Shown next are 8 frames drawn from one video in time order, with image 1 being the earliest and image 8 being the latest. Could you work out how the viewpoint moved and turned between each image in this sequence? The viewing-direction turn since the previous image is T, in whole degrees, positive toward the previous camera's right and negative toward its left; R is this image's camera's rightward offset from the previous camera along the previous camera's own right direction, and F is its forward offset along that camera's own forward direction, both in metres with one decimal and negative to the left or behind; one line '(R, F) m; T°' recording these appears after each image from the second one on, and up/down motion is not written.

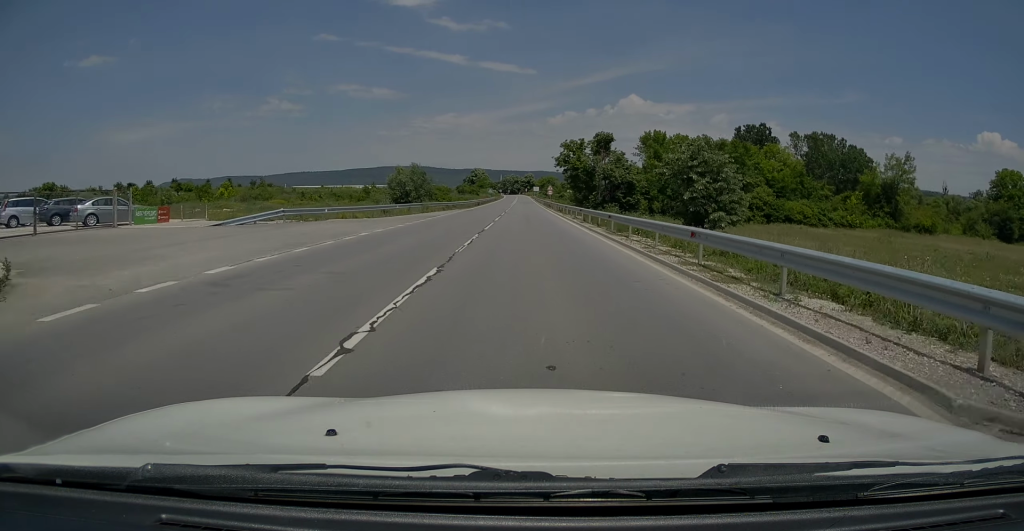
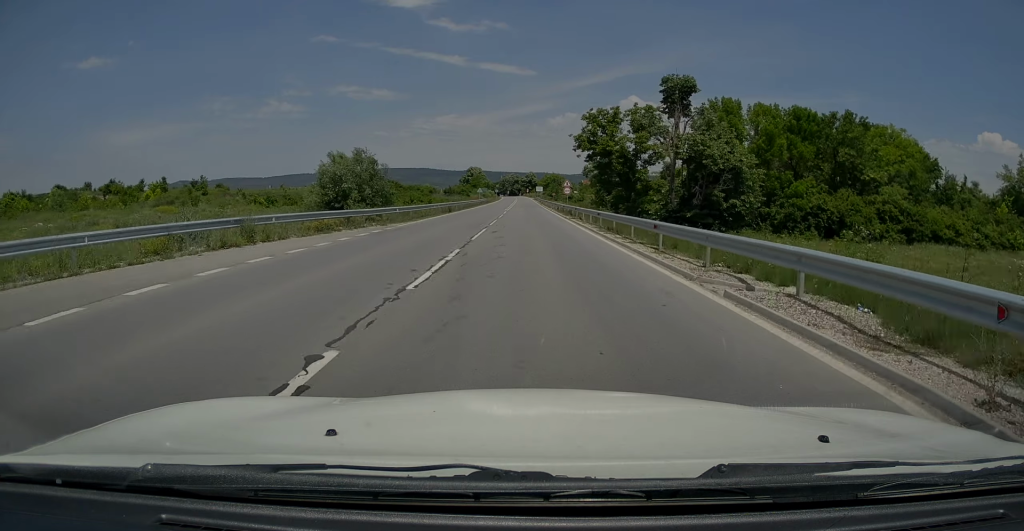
(0.0, +33.0) m; 0°
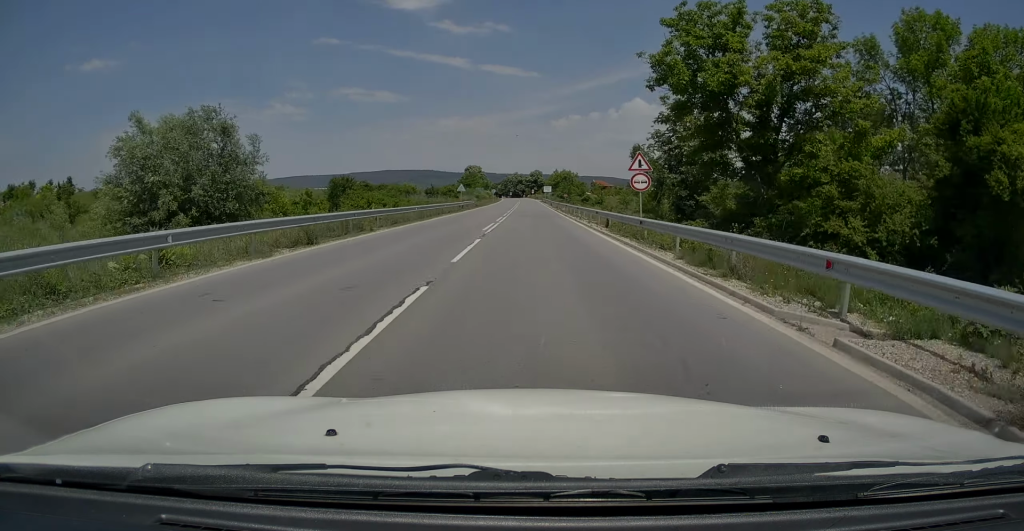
(-0.2, +33.1) m; 0°
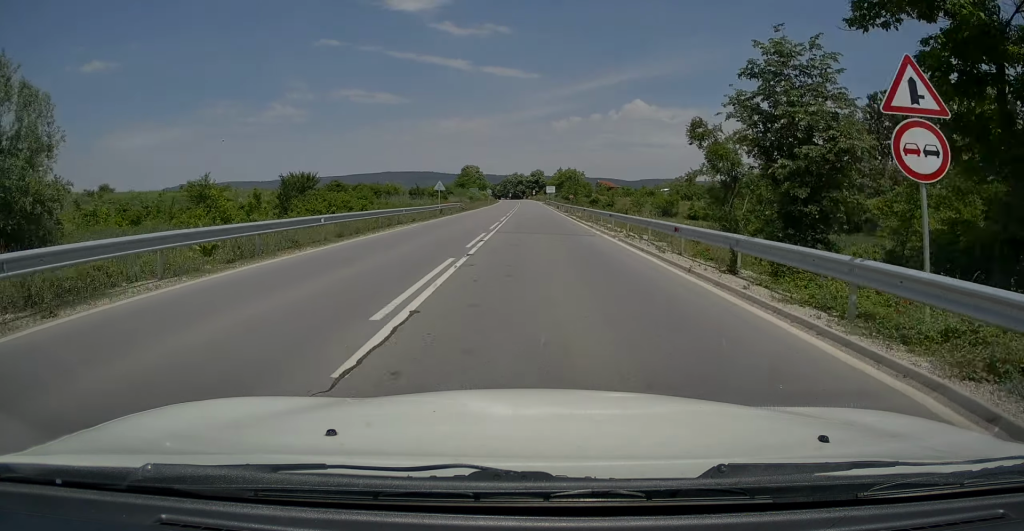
(0.0, +16.0) m; 0°
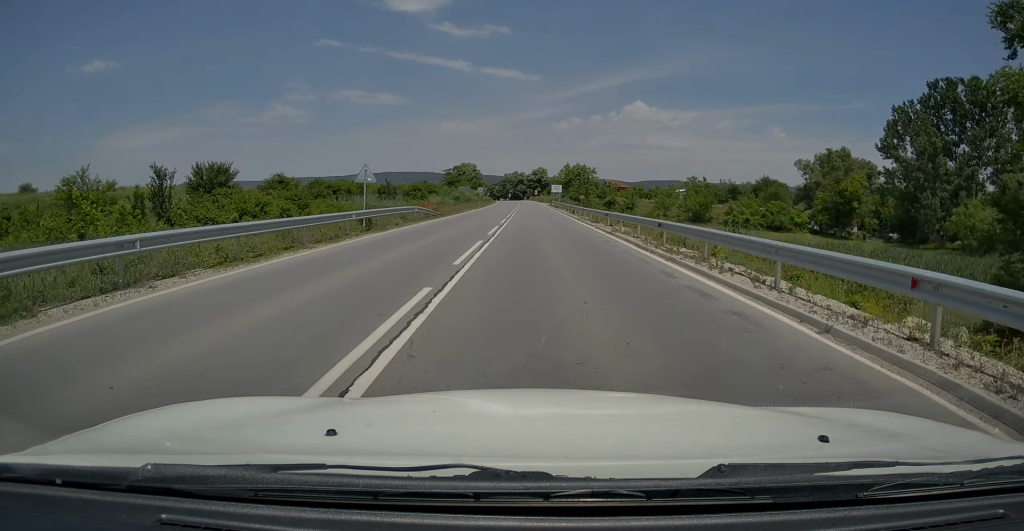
(0.0, +21.5) m; 0°
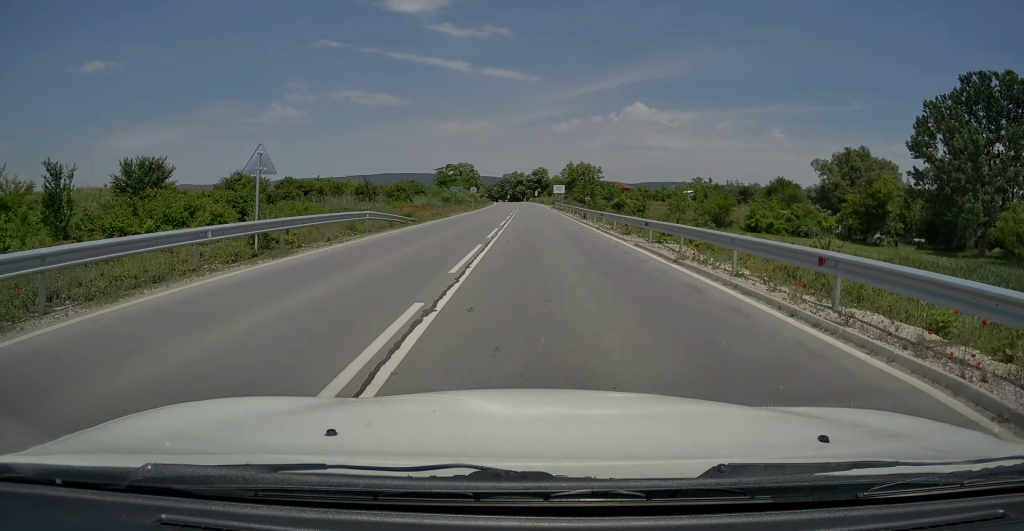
(0.0, +9.9) m; 0°
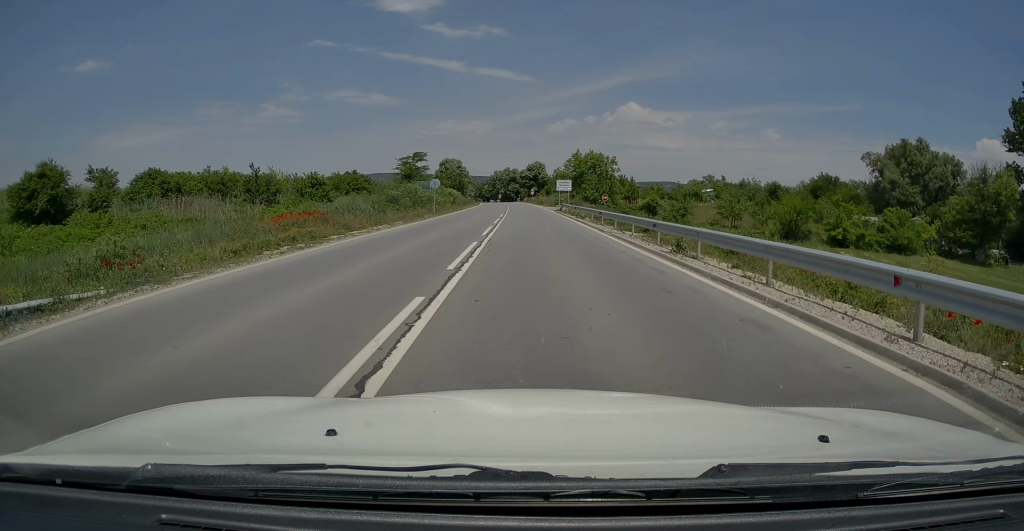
(+0.1, +26.2) m; 0°
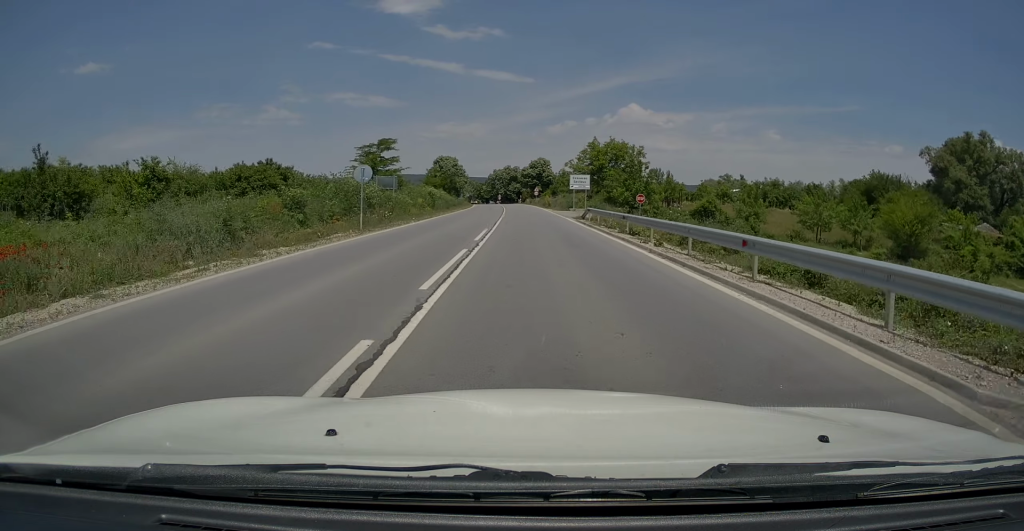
(-0.1, +19.8) m; 0°
